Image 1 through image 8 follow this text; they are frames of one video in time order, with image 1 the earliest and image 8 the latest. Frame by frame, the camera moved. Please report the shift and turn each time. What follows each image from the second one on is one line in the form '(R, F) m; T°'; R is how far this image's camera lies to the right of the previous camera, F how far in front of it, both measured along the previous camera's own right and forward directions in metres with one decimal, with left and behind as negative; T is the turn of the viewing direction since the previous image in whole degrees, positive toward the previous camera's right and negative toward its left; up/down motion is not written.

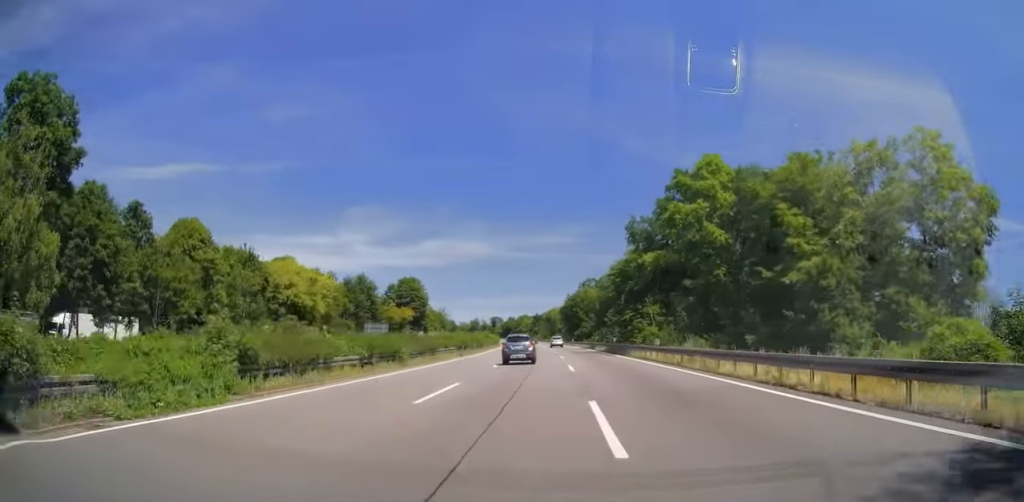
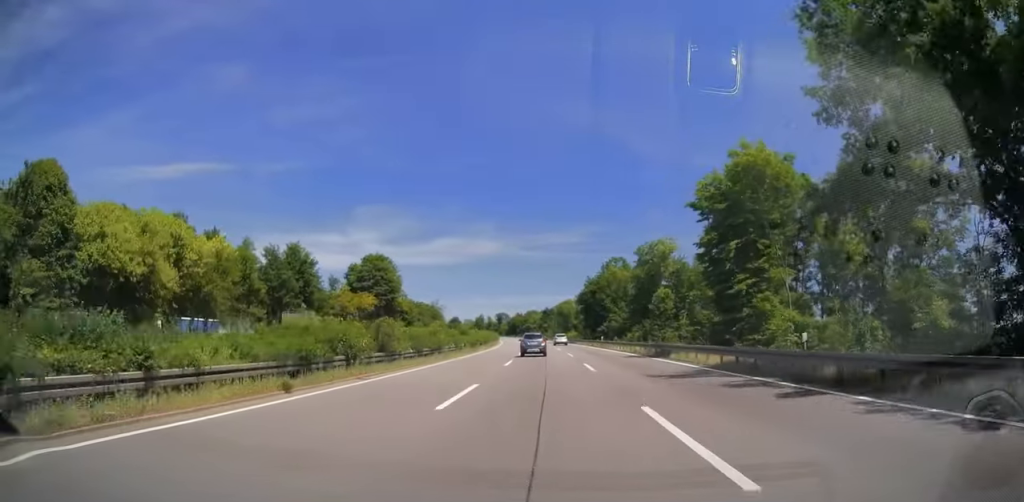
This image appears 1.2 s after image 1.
(-0.8, +37.7) m; -1°
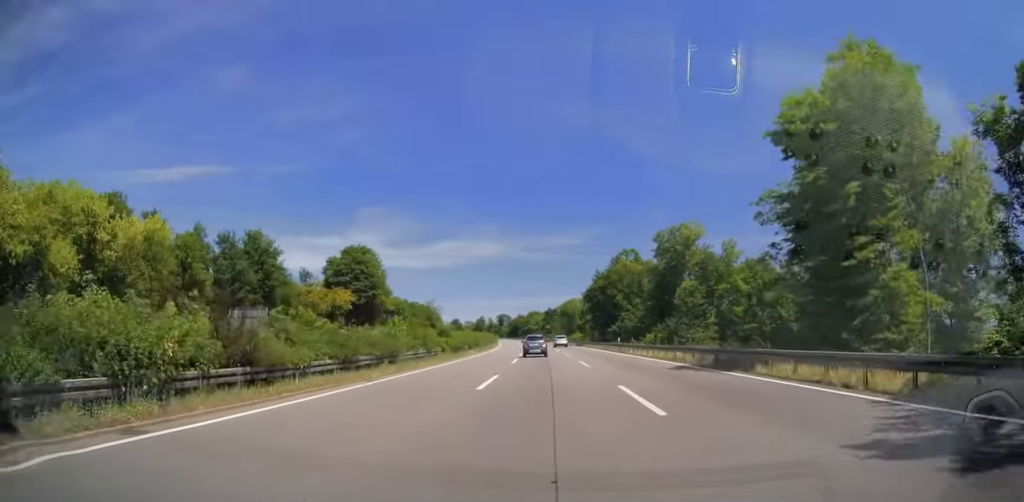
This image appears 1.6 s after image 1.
(+0.1, +12.9) m; 0°
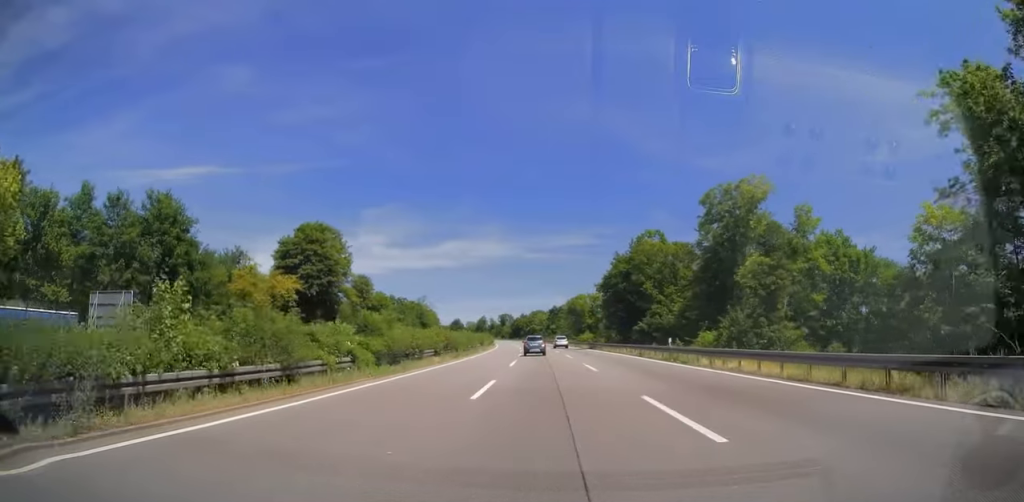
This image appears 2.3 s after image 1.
(-0.1, +20.6) m; 0°
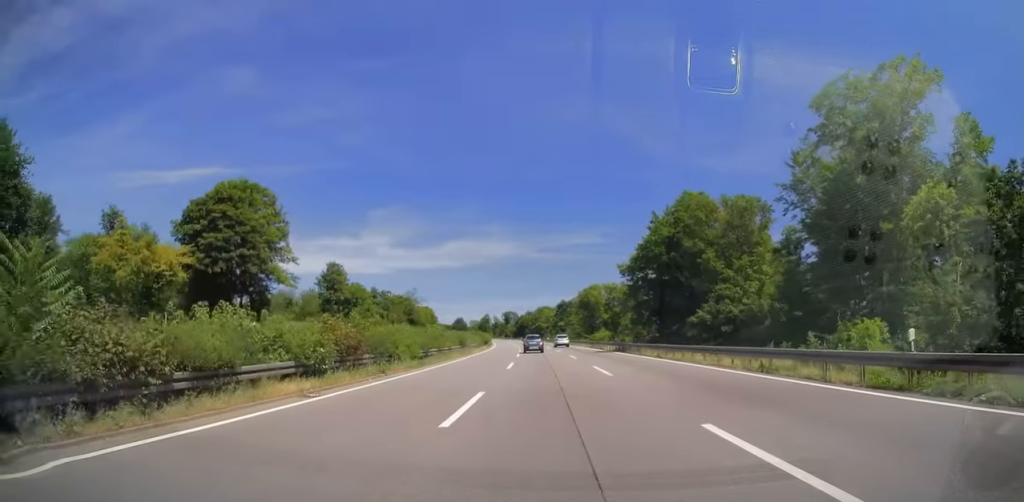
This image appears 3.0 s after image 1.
(-0.1, +22.7) m; -1°
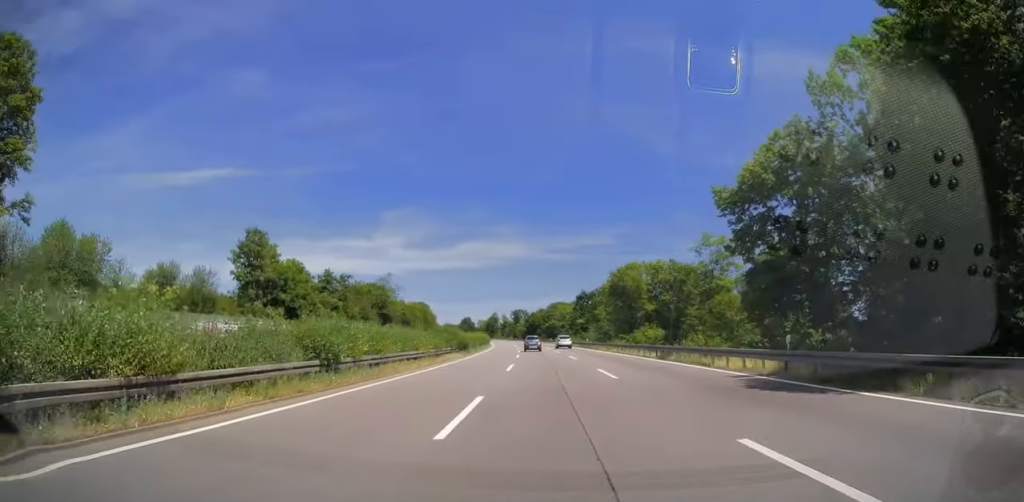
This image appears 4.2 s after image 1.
(-0.3, +37.1) m; -1°
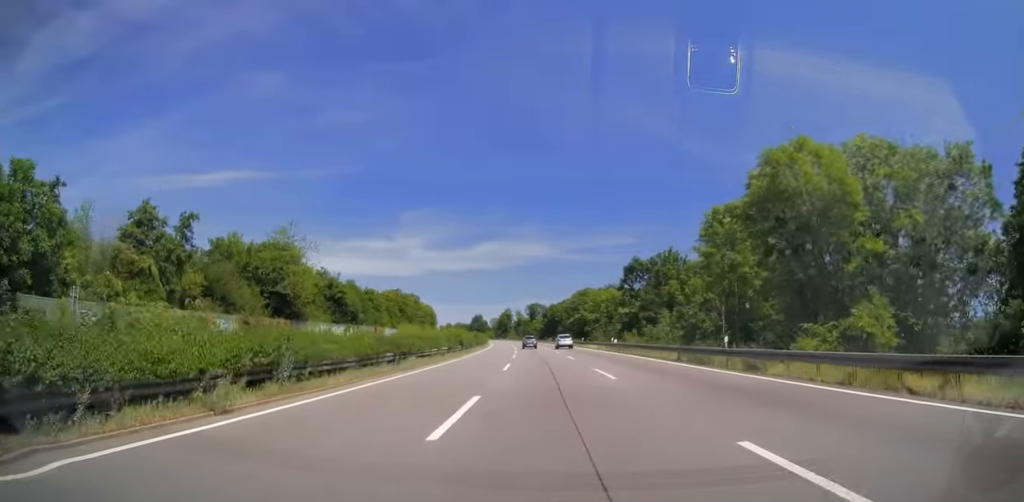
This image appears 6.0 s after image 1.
(-0.9, +54.1) m; -2°
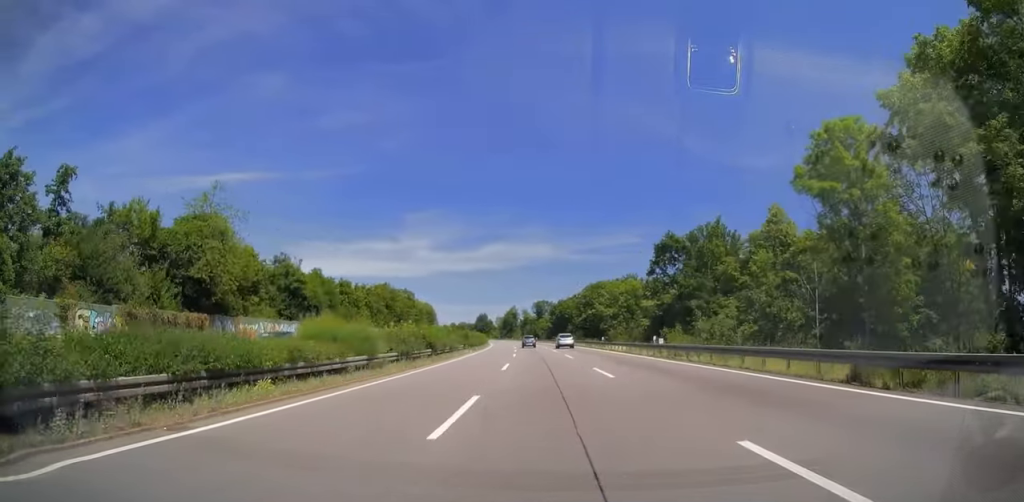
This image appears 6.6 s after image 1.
(-0.1, +18.0) m; 0°
